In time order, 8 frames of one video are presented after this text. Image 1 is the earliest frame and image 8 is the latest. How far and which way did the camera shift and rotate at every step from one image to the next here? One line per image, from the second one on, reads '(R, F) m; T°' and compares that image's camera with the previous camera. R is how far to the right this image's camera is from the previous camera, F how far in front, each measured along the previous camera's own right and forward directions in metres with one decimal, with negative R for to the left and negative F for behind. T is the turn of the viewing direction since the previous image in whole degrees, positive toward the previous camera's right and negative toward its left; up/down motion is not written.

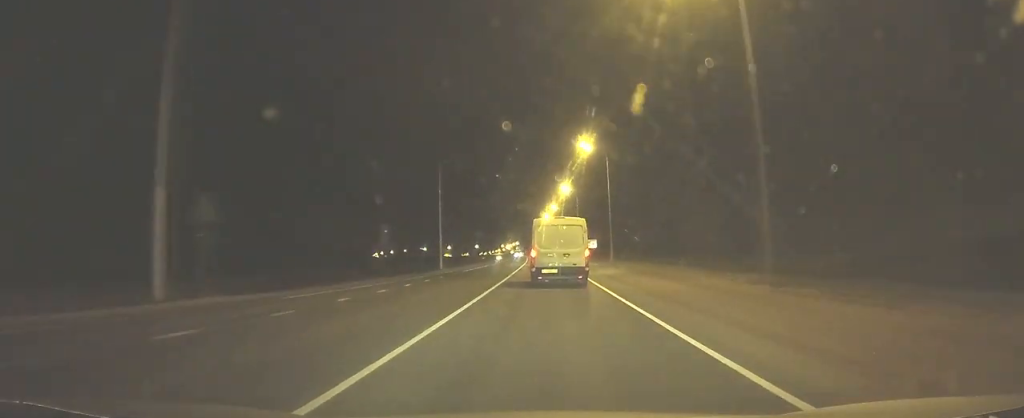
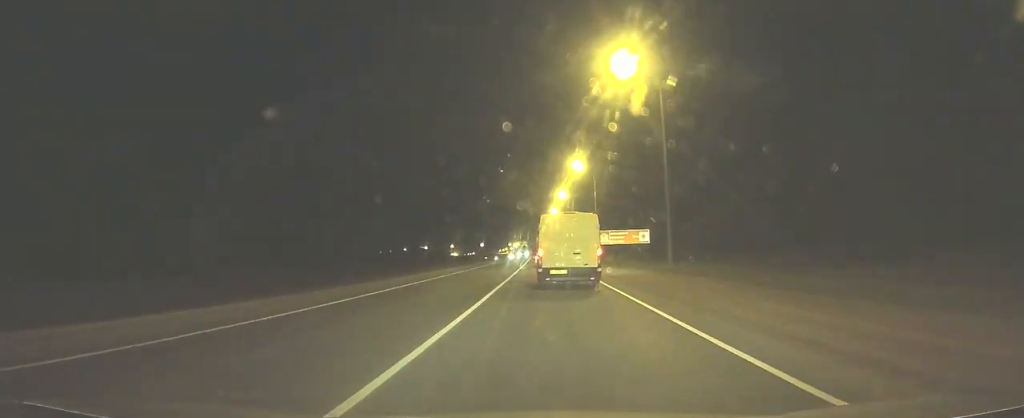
(-0.7, +63.5) m; -1°
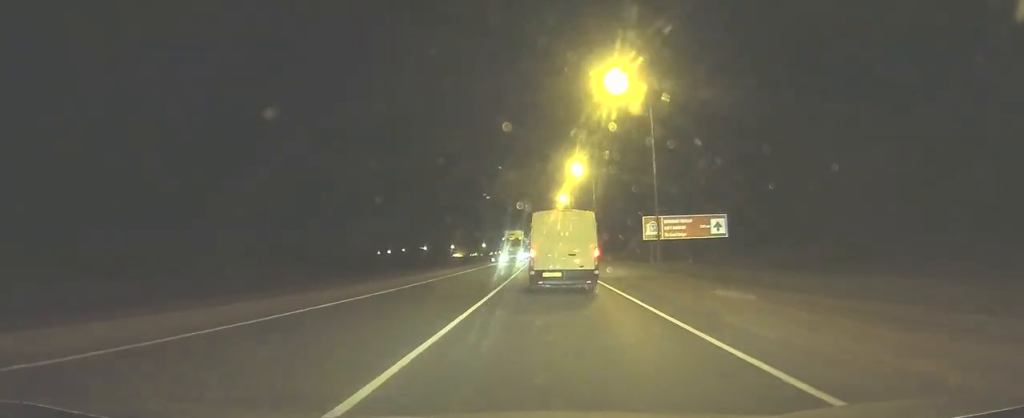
(0.0, +36.2) m; 0°
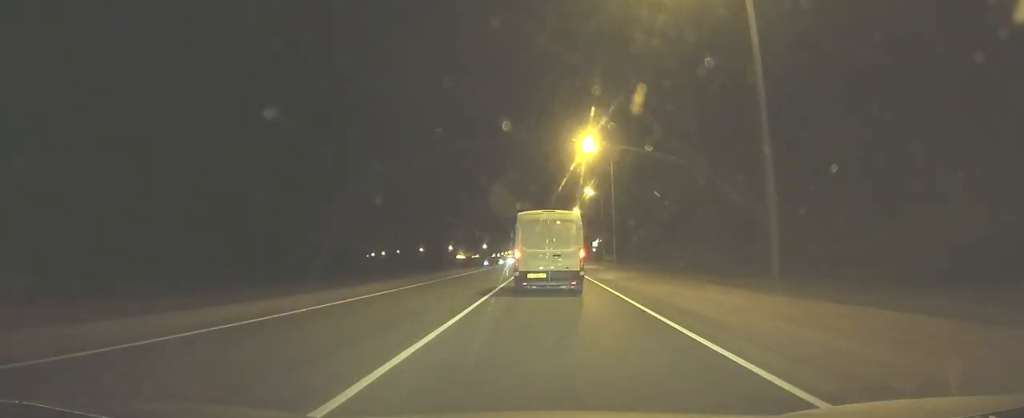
(-0.1, +58.6) m; -1°
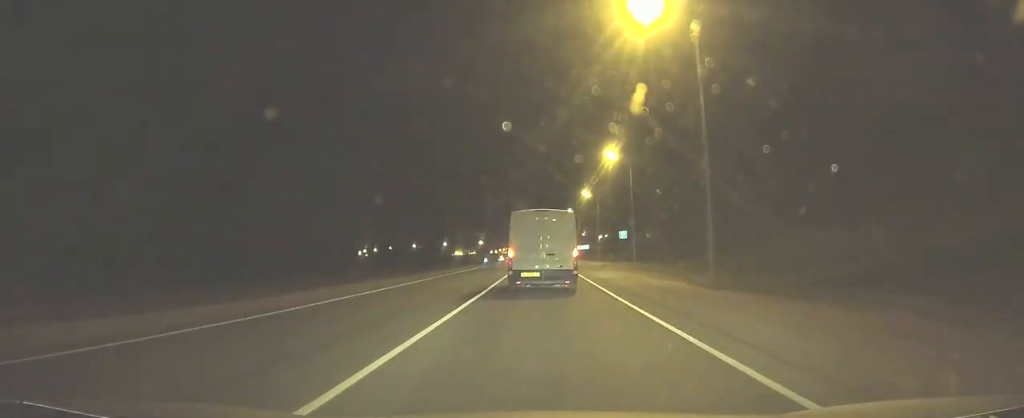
(-0.2, +34.3) m; -1°
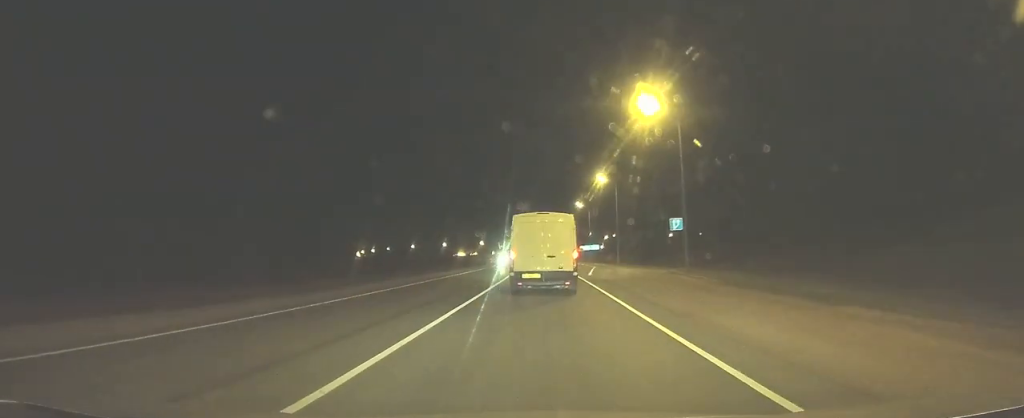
(-0.1, +23.0) m; 0°
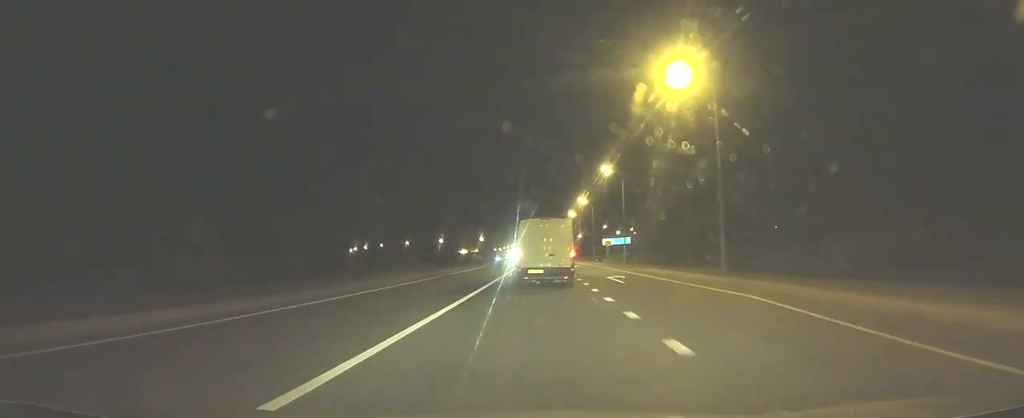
(-0.2, +48.1) m; 0°
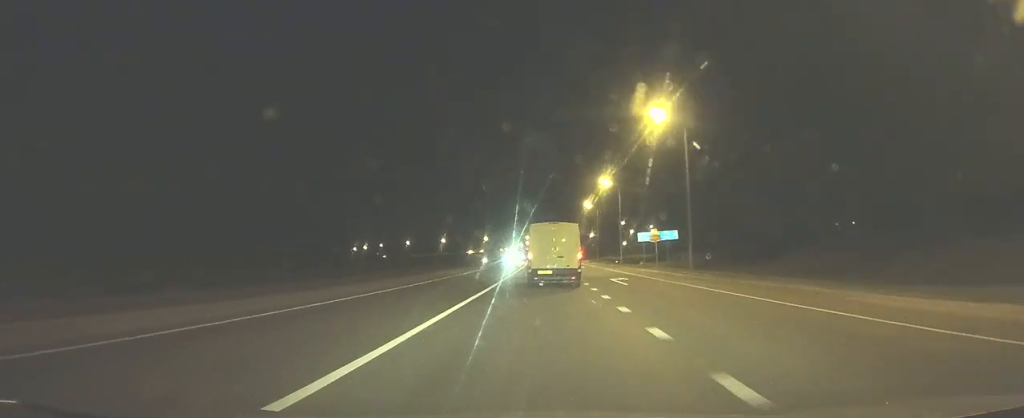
(0.0, +30.2) m; 0°
